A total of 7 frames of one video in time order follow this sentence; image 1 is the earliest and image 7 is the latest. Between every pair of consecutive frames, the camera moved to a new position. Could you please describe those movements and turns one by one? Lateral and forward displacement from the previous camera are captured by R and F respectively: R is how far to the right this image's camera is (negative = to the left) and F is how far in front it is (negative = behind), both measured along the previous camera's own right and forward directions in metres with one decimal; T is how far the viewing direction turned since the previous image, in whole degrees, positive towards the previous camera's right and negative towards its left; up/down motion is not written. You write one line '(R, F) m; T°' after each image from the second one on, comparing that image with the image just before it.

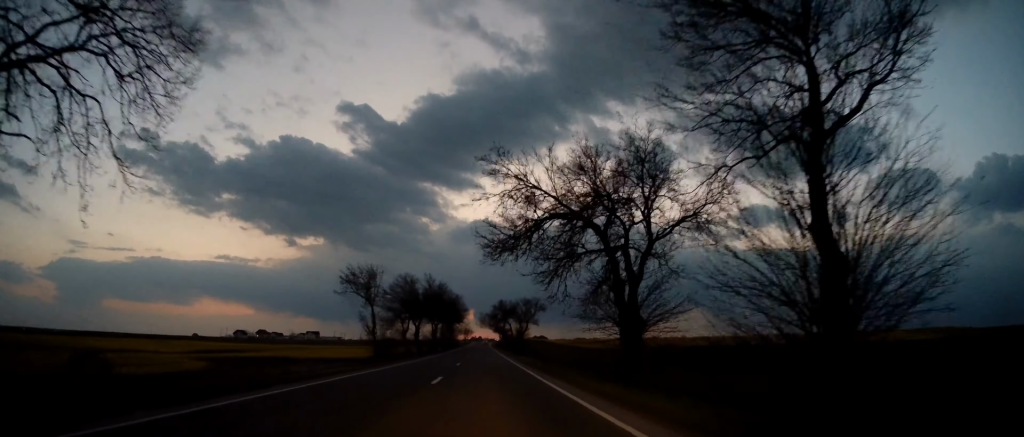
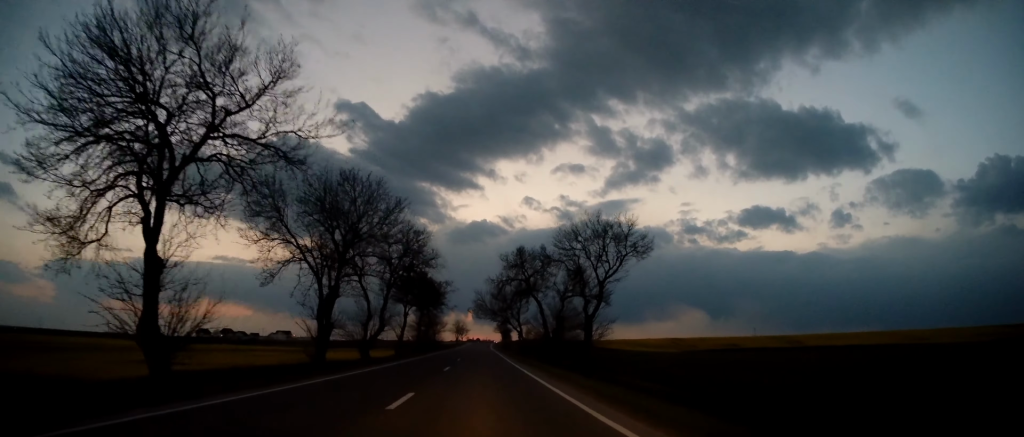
(-0.4, +63.2) m; +1°
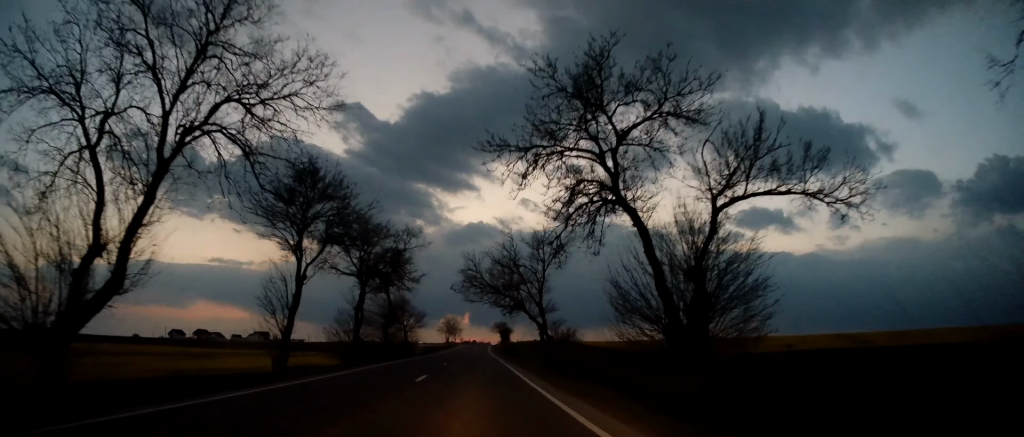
(+0.1, +35.2) m; -1°
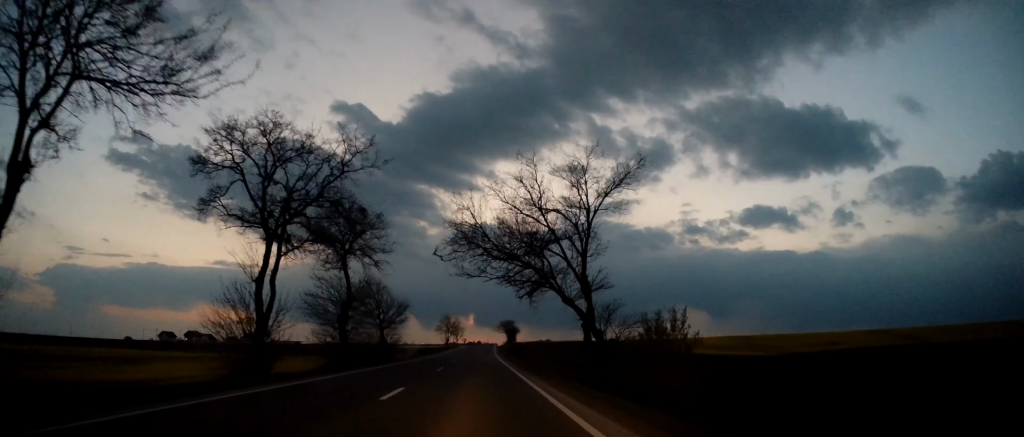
(-0.1, +18.4) m; -1°
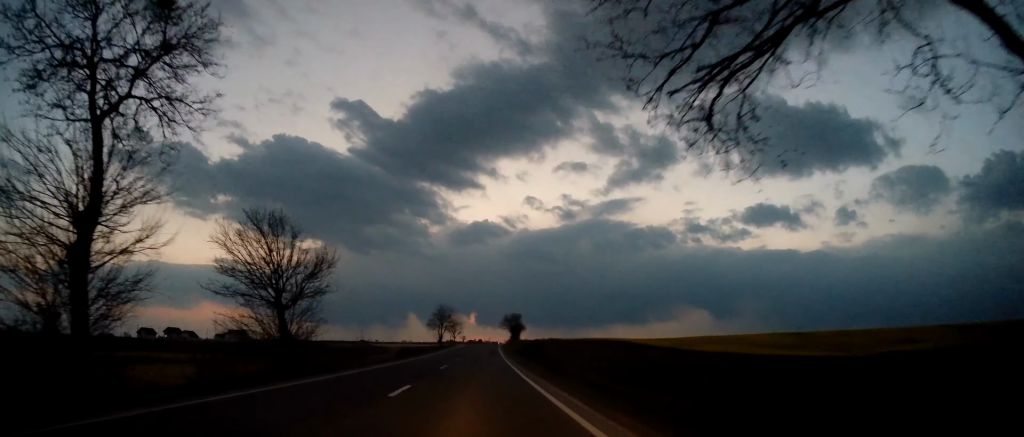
(-0.2, +26.2) m; 0°
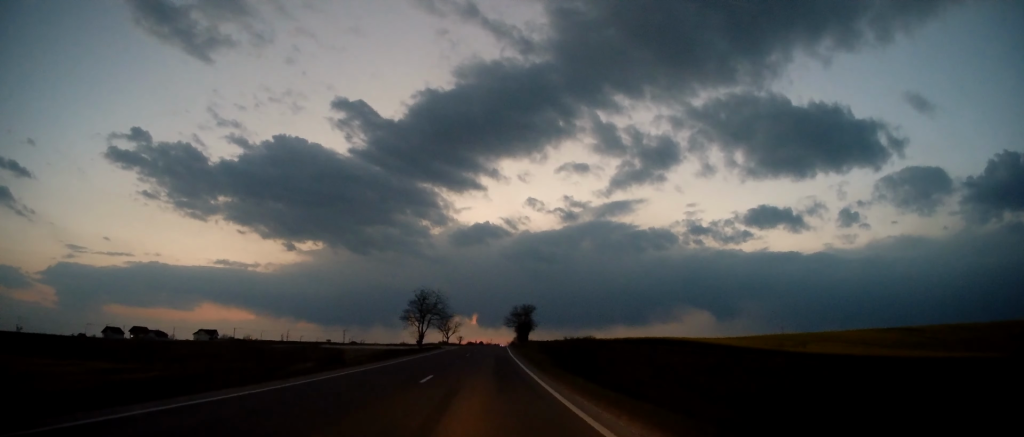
(+0.6, +36.5) m; 0°
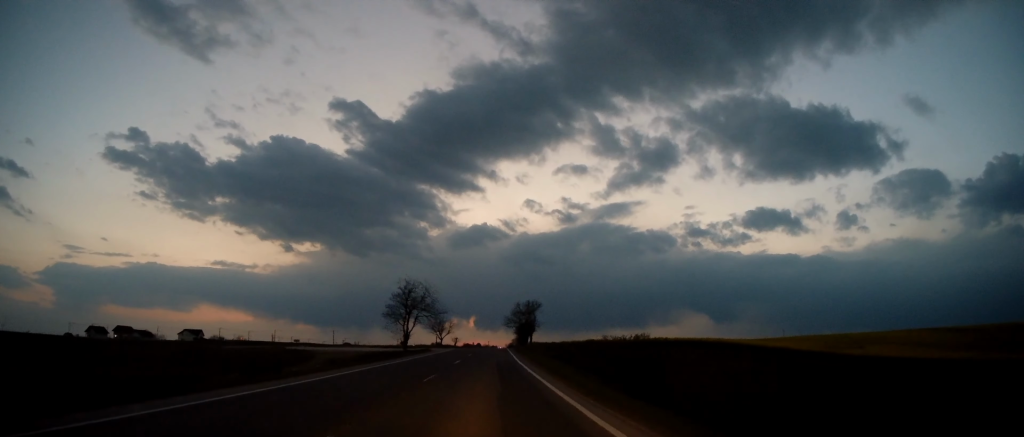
(0.0, +12.9) m; 0°
